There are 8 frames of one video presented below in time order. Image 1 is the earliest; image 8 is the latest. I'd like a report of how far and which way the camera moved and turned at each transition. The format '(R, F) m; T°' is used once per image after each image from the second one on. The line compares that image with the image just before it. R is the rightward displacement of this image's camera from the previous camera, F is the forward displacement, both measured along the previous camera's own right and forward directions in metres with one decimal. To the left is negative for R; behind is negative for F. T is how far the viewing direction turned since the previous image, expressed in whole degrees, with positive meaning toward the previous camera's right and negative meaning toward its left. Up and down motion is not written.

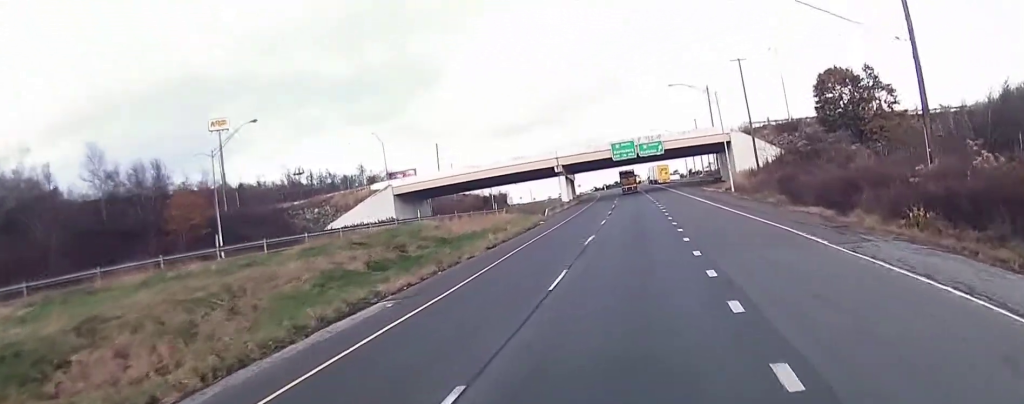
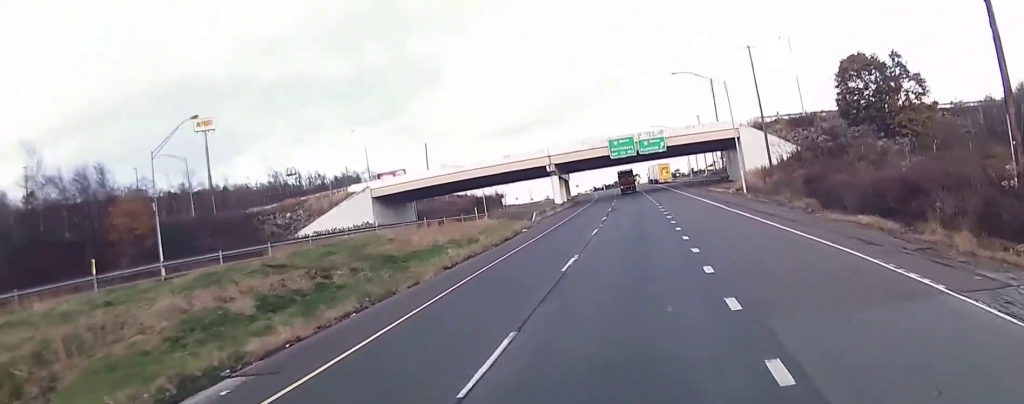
(-0.1, +8.7) m; +1°
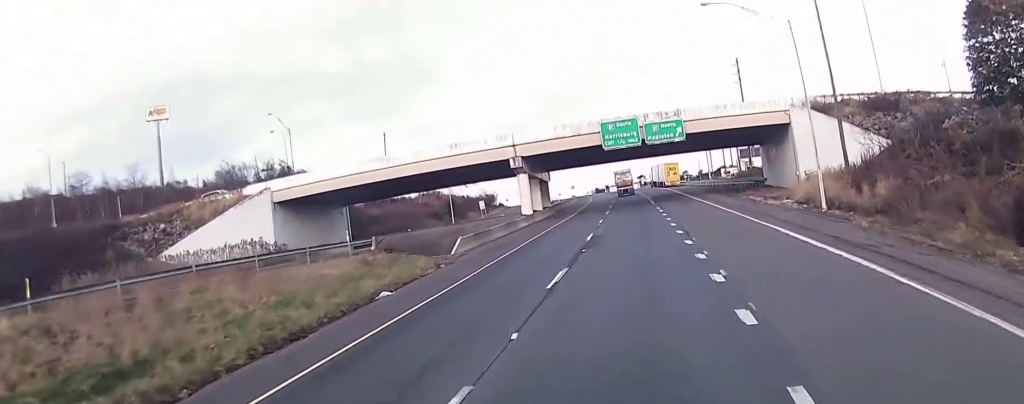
(-0.3, +28.3) m; -2°
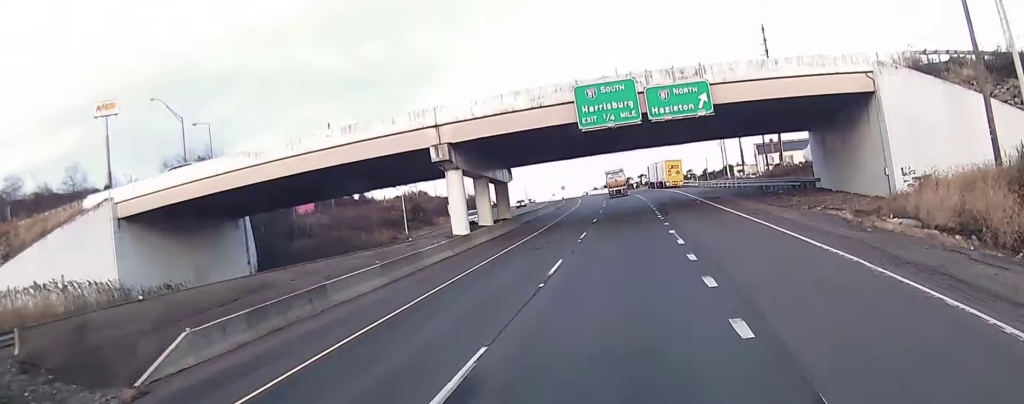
(+0.3, +23.9) m; 0°
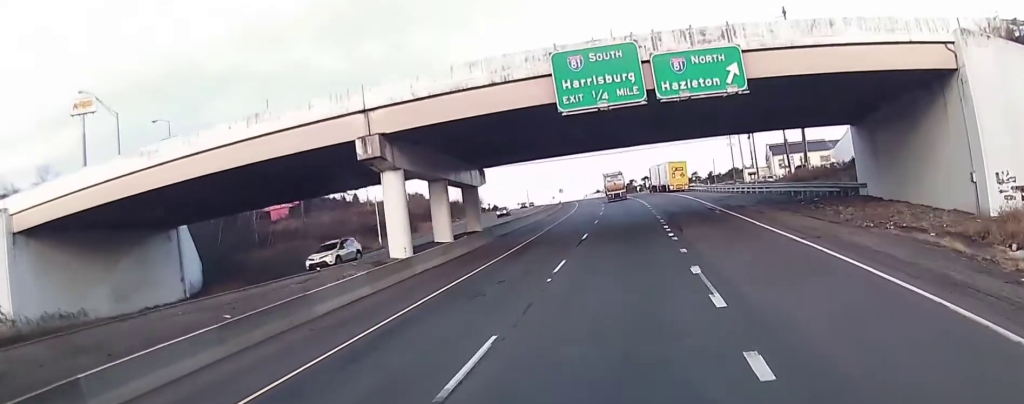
(-0.2, +11.1) m; -1°
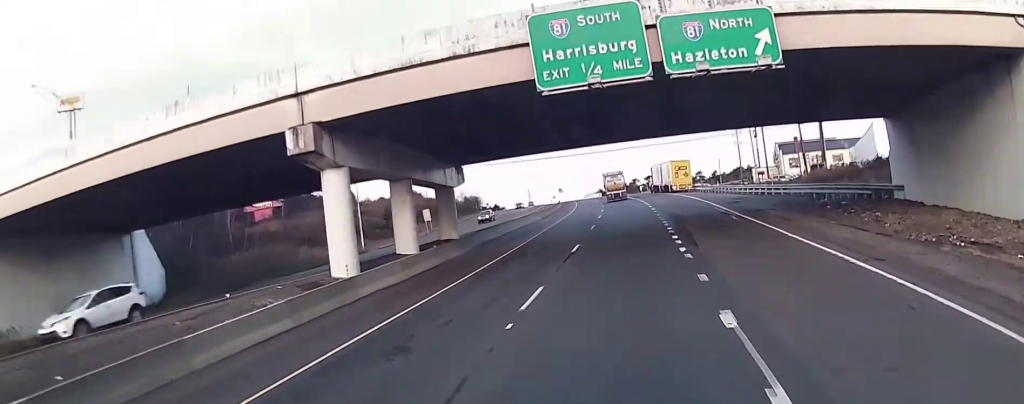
(0.0, +6.3) m; 0°
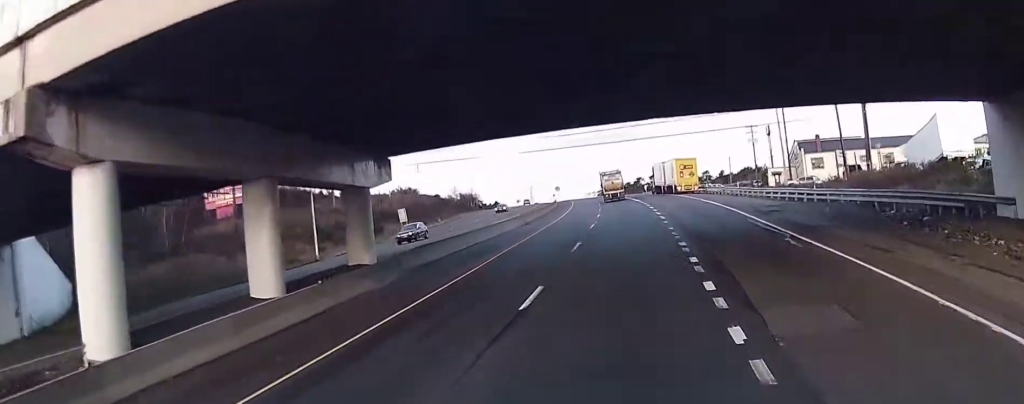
(0.0, +12.7) m; -1°
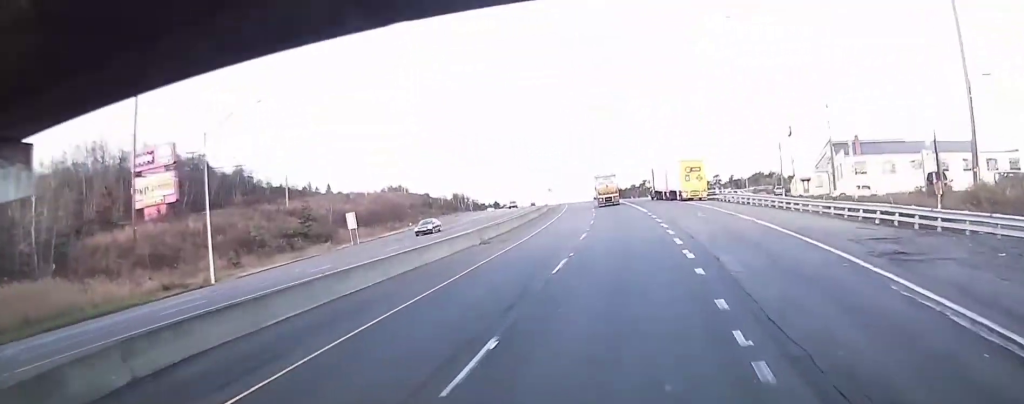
(-0.2, +18.4) m; -1°
